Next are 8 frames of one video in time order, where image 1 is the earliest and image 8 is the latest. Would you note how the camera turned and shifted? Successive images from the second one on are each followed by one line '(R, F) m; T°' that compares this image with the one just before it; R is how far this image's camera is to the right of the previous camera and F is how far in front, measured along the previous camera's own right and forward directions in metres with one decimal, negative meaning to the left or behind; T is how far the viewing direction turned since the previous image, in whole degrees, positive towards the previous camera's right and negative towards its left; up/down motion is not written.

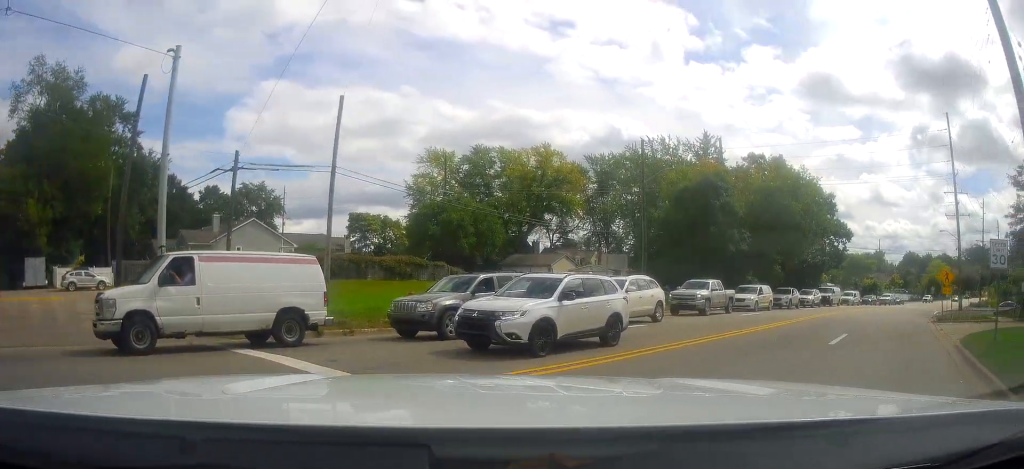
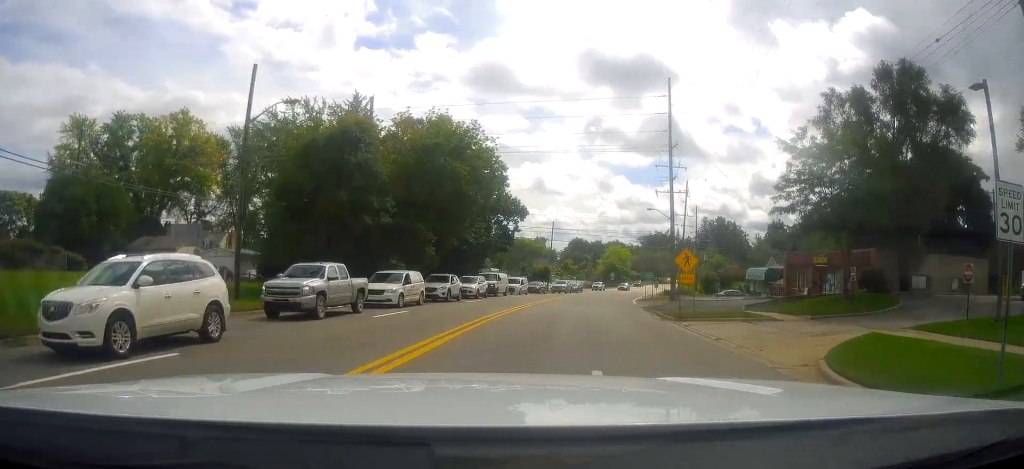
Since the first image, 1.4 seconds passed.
(+4.5, +10.2) m; +29°
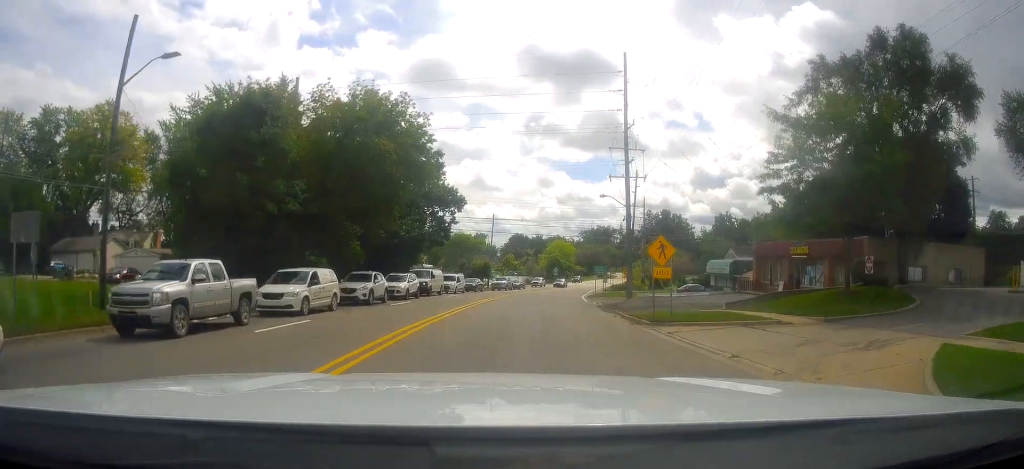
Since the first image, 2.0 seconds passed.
(+0.1, +5.2) m; +4°
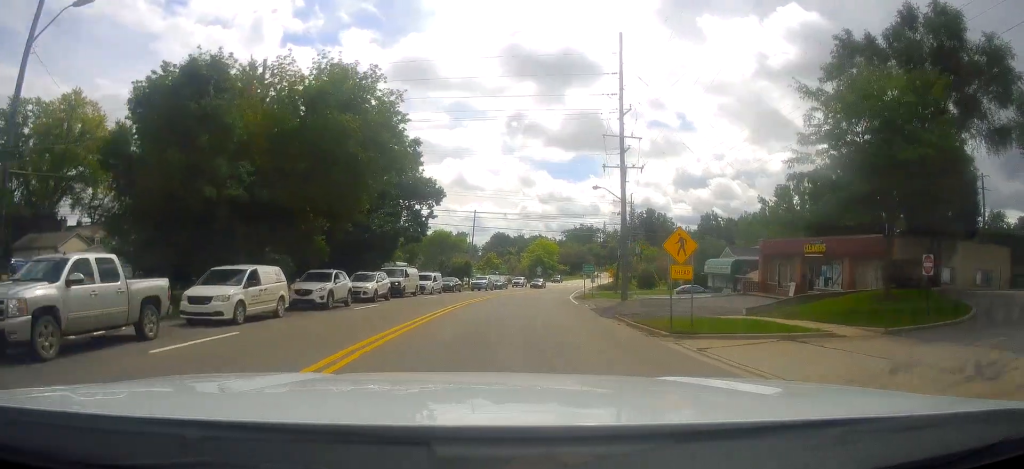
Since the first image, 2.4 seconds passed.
(+0.2, +4.4) m; +3°
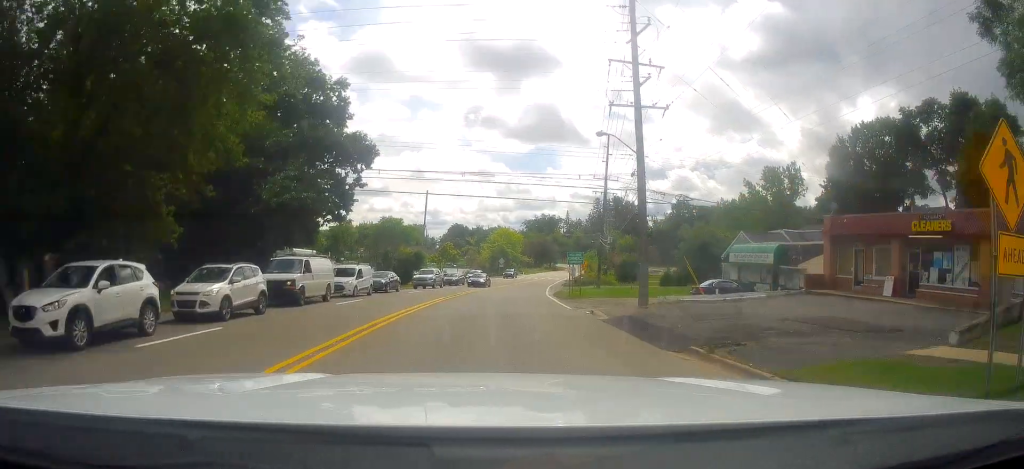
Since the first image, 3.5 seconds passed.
(+0.9, +13.9) m; +6°
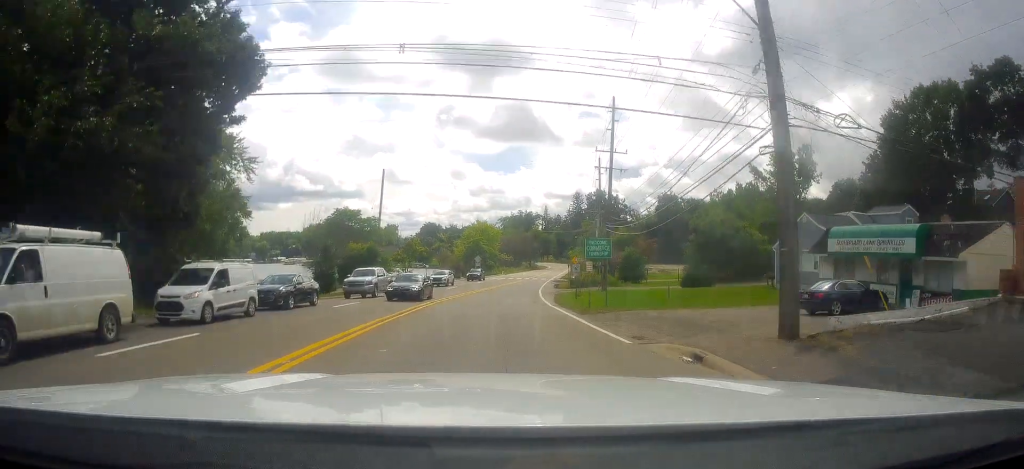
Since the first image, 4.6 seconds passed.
(+0.6, +15.5) m; +3°
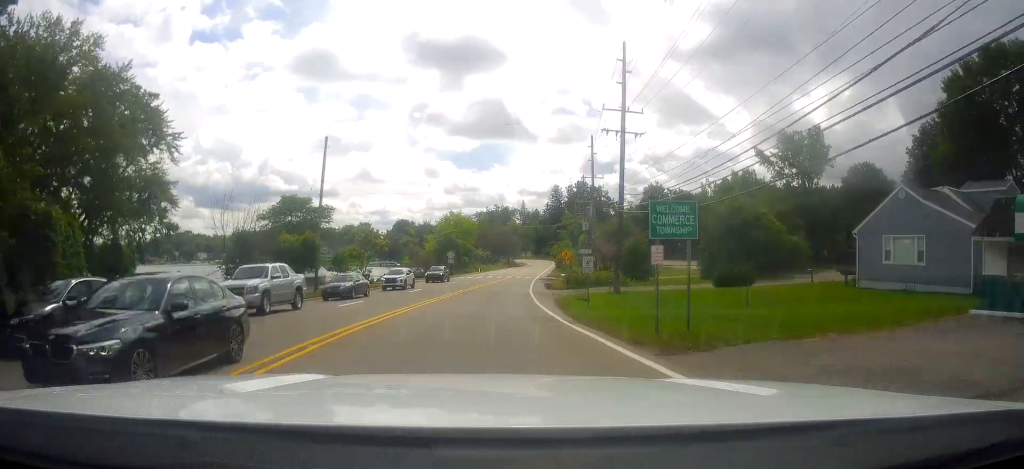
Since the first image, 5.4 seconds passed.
(+0.1, +13.4) m; +1°
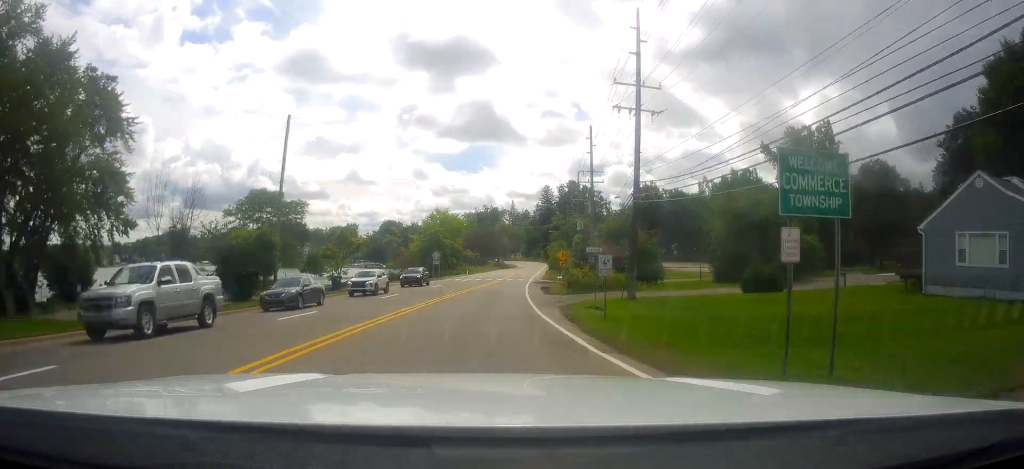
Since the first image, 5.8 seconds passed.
(-0.1, +6.8) m; 0°
